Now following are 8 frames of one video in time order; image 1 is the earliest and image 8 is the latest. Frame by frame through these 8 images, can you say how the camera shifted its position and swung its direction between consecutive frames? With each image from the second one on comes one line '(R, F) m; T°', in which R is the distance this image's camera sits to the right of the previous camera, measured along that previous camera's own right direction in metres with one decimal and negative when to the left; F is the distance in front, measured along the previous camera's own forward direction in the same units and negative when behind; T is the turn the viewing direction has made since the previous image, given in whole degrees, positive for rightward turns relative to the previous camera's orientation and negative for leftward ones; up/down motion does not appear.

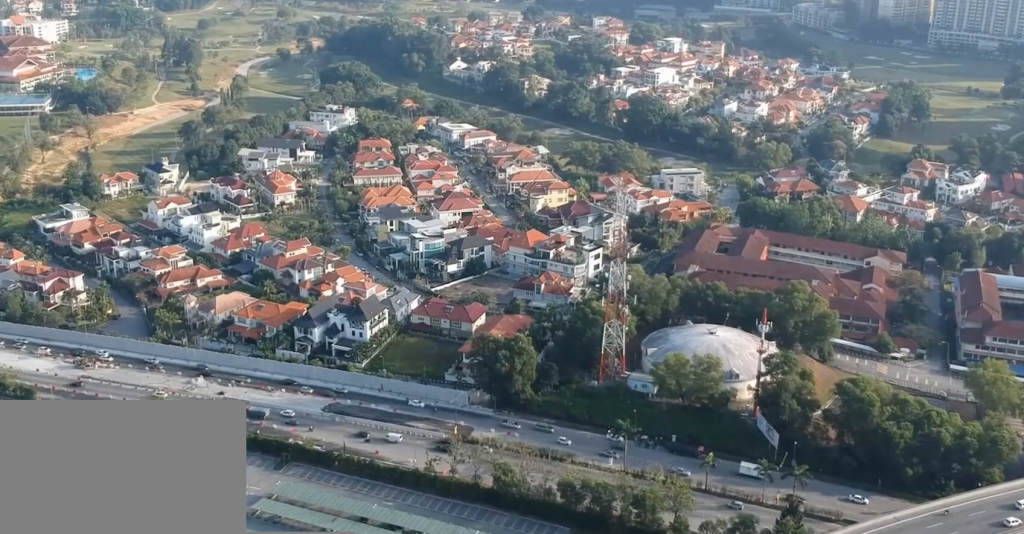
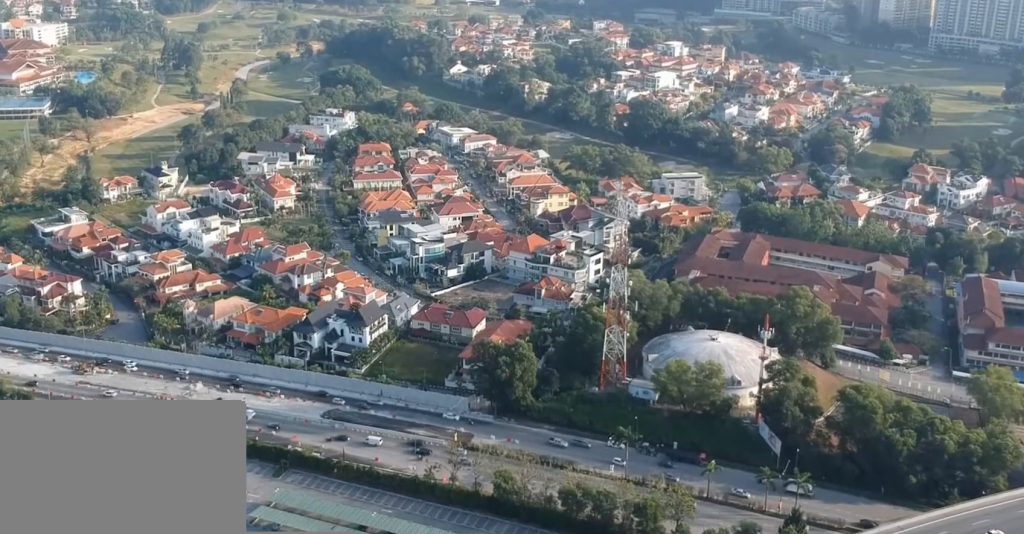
(0.0, +2.3) m; +1°
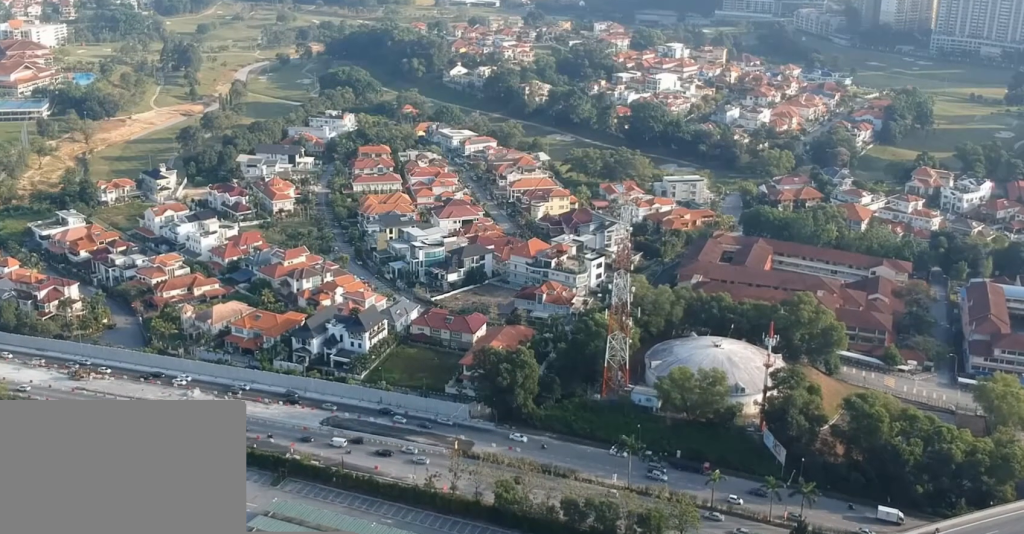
(+0.1, +4.6) m; +2°
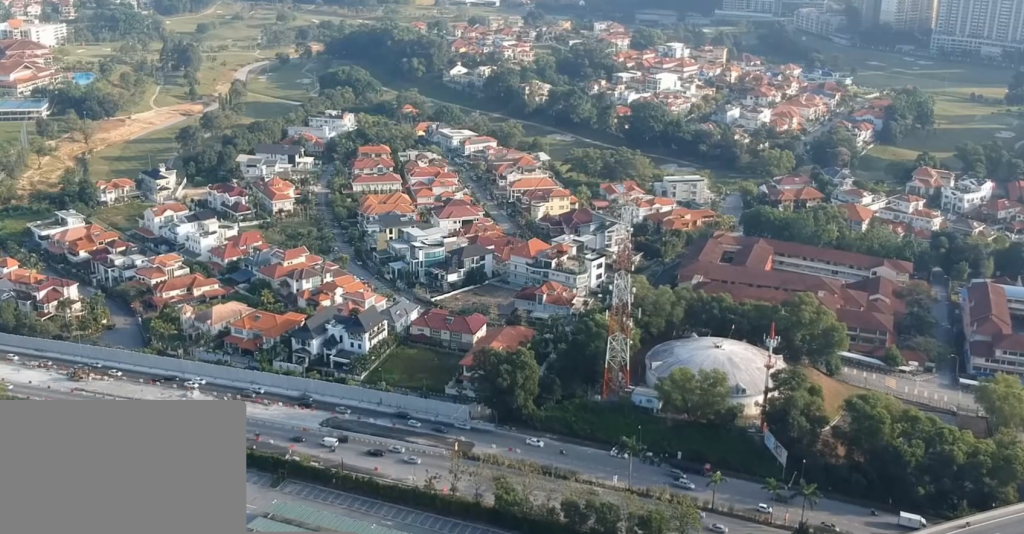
(0.0, +1.1) m; 0°
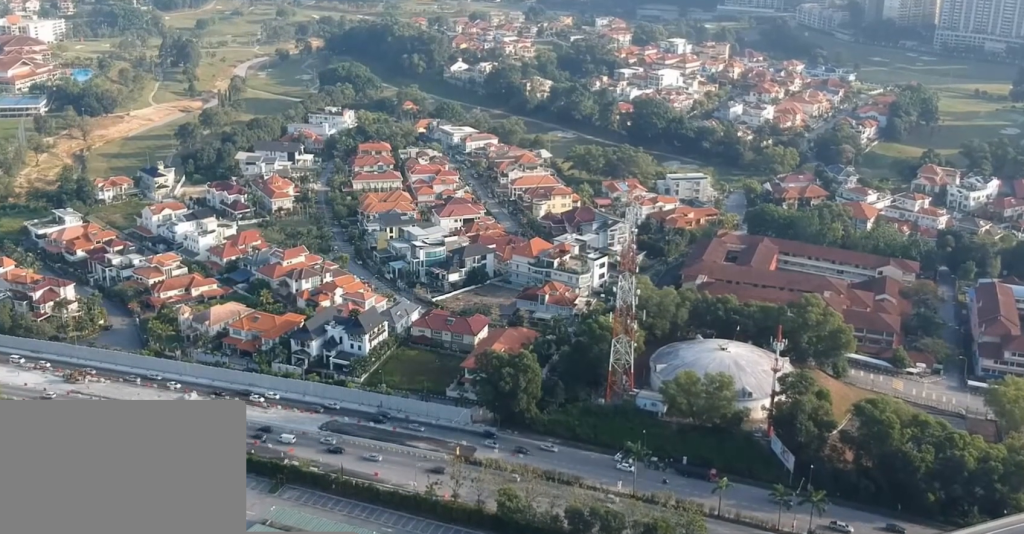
(0.0, +5.5) m; 0°
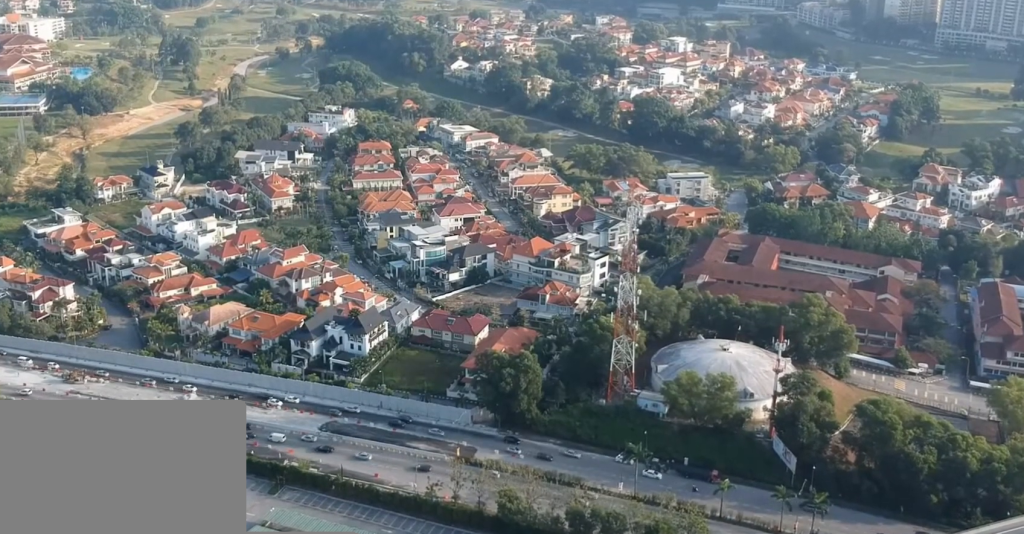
(0.0, +1.3) m; 0°
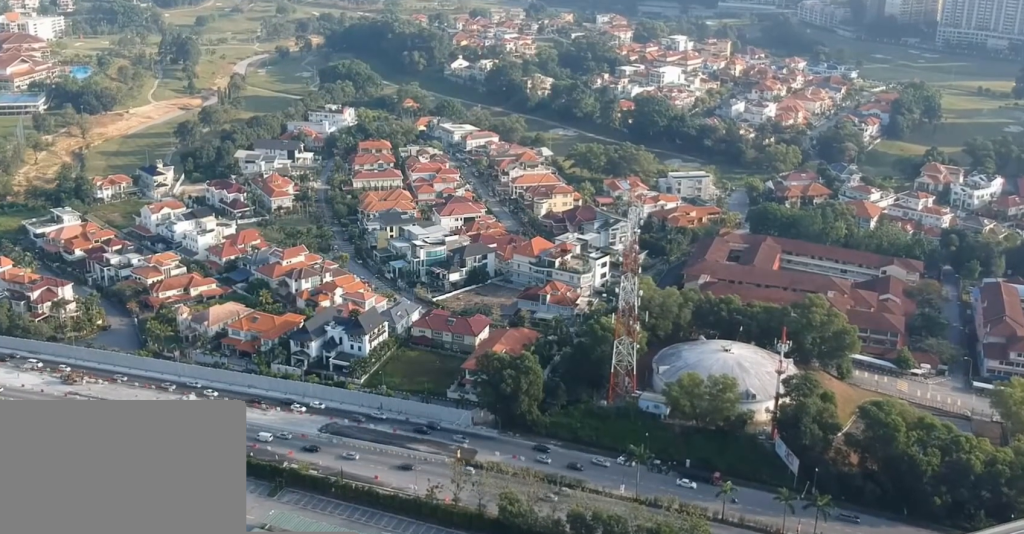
(0.0, +1.8) m; 0°
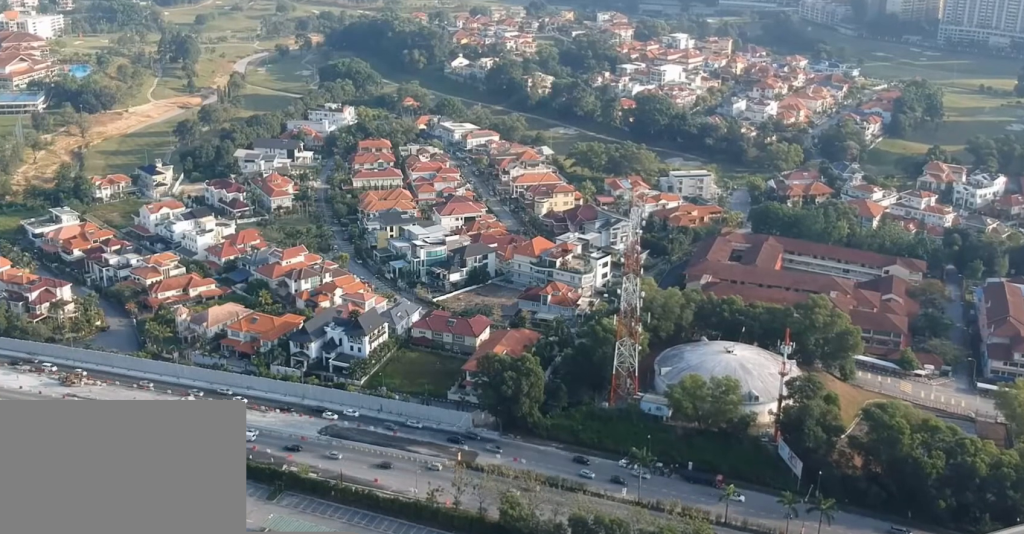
(0.0, +2.3) m; 0°
